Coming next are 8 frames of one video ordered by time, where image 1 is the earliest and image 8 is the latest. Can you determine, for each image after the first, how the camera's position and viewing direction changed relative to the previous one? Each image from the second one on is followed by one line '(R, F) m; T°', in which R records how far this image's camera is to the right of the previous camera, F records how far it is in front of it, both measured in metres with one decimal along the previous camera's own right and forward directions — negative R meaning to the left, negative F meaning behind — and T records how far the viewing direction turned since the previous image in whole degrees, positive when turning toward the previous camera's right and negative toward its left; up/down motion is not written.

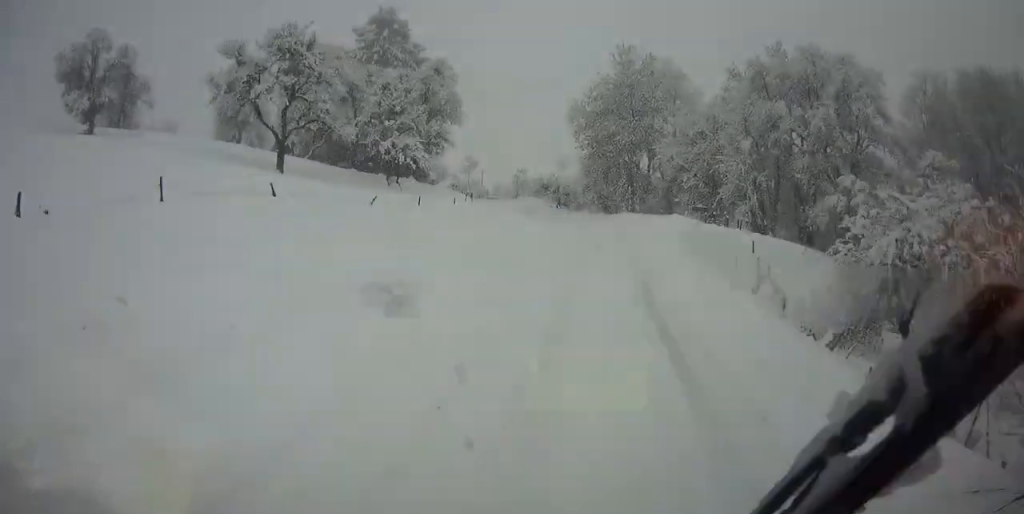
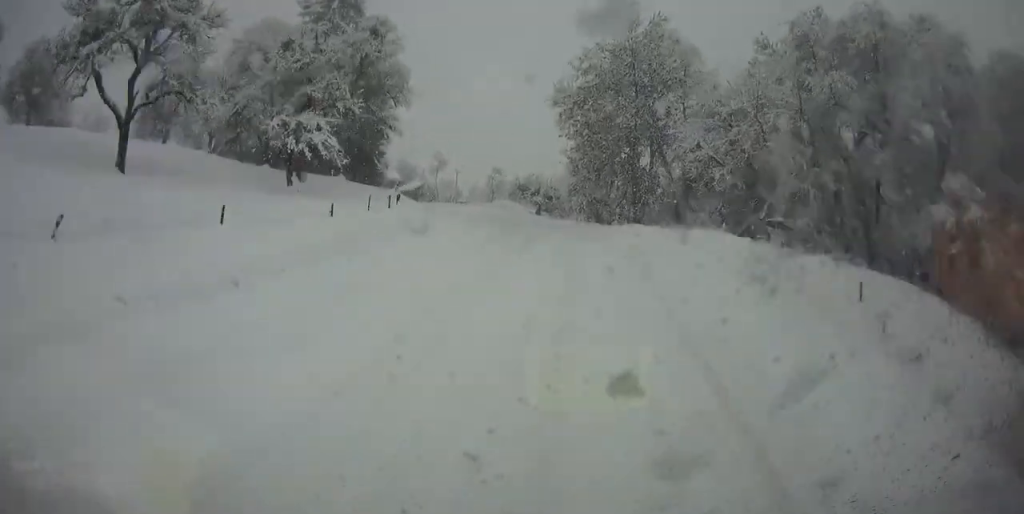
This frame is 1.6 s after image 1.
(-0.4, +15.4) m; -4°
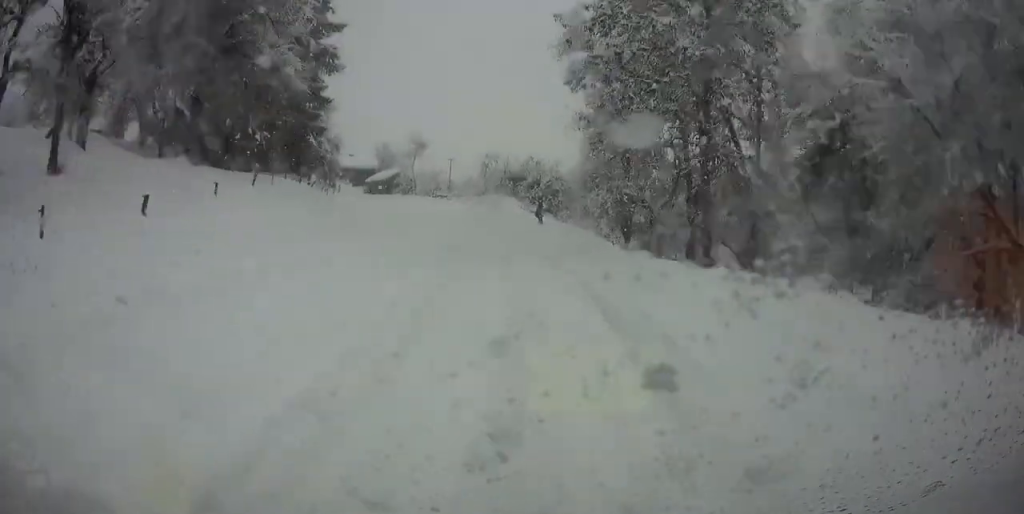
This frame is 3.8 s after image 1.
(+0.4, +21.8) m; -6°
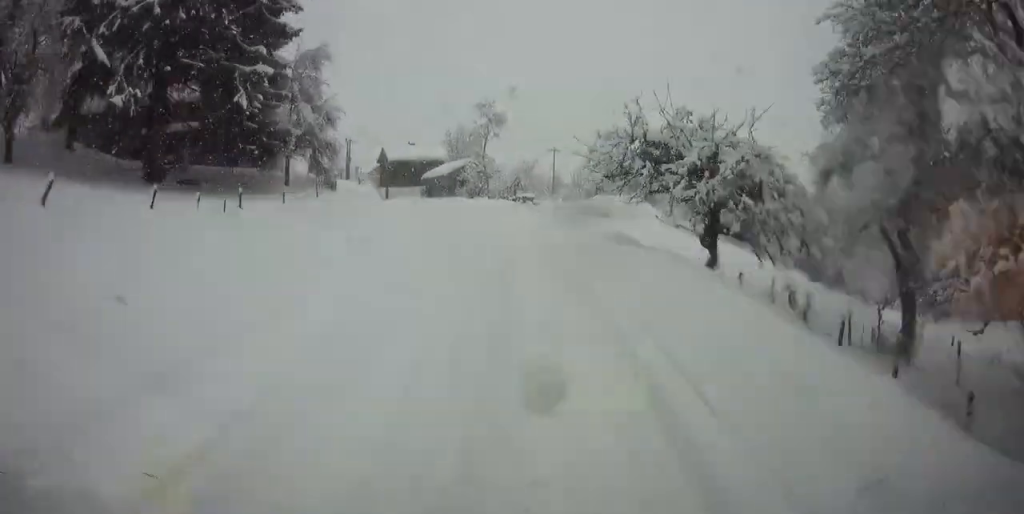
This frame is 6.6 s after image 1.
(-2.8, +25.8) m; -10°
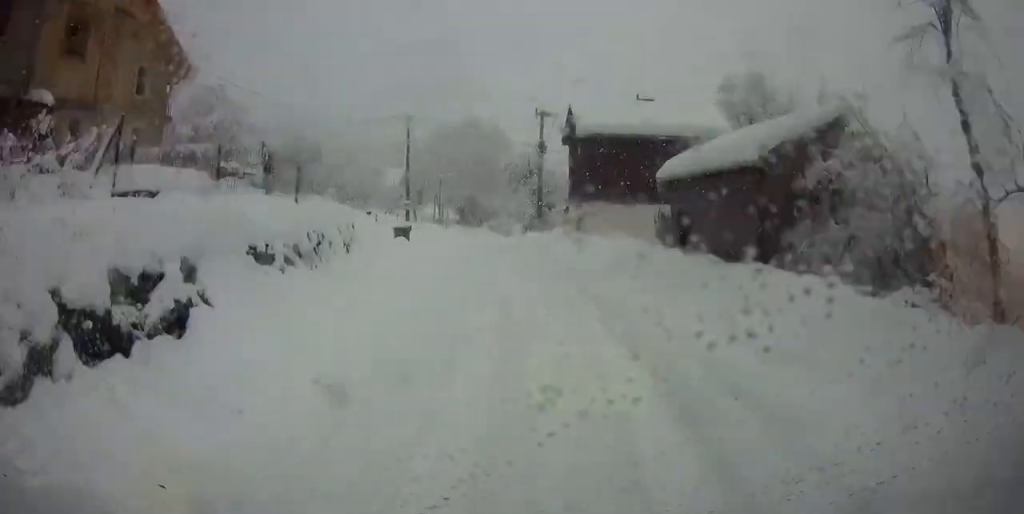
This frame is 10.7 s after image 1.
(-6.0, +38.4) m; -13°
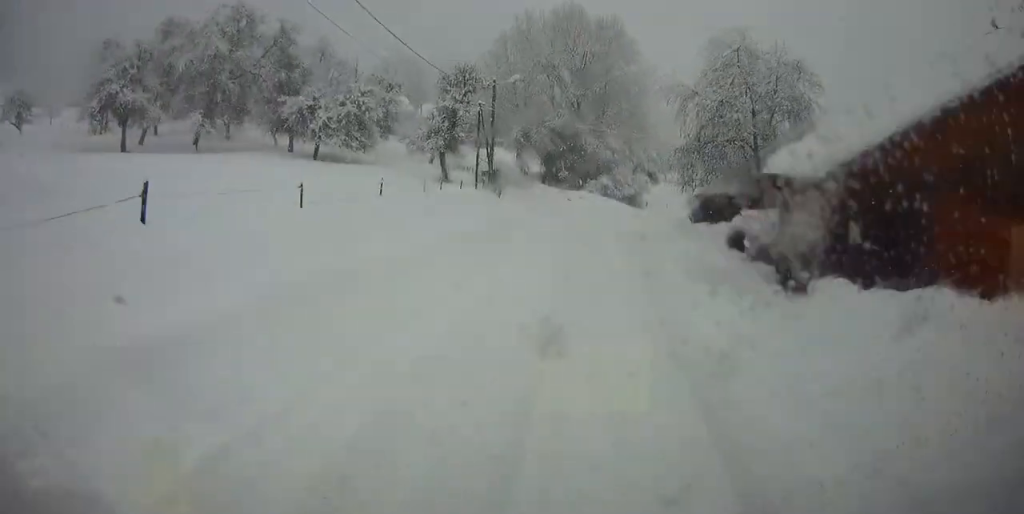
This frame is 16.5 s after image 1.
(-3.6, +51.5) m; +1°
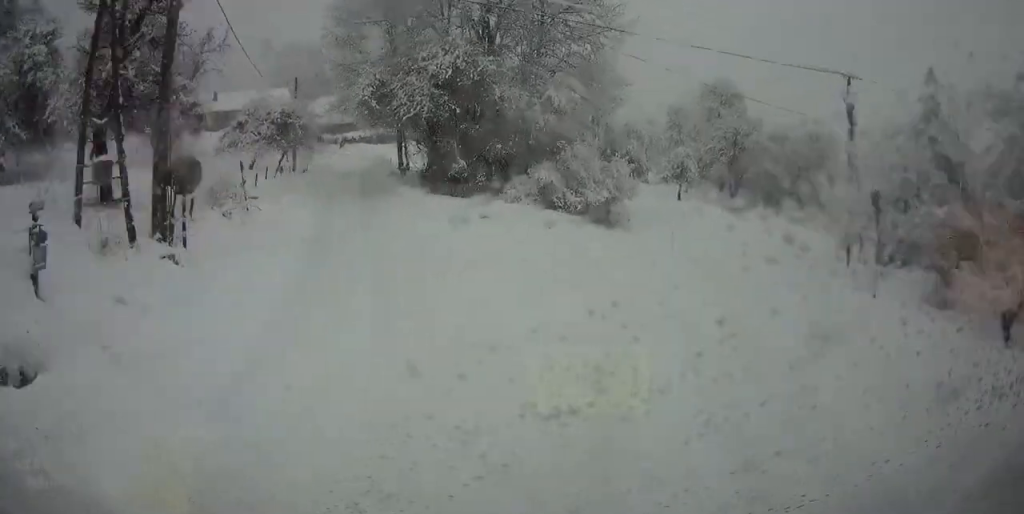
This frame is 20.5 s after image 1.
(+3.2, +33.0) m; +13°
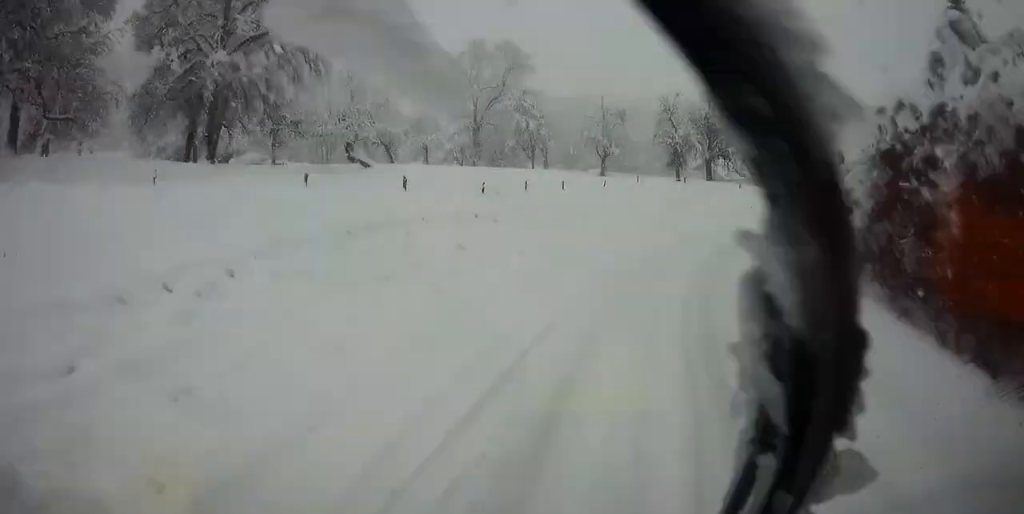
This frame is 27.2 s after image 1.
(+13.9, +48.1) m; +38°
